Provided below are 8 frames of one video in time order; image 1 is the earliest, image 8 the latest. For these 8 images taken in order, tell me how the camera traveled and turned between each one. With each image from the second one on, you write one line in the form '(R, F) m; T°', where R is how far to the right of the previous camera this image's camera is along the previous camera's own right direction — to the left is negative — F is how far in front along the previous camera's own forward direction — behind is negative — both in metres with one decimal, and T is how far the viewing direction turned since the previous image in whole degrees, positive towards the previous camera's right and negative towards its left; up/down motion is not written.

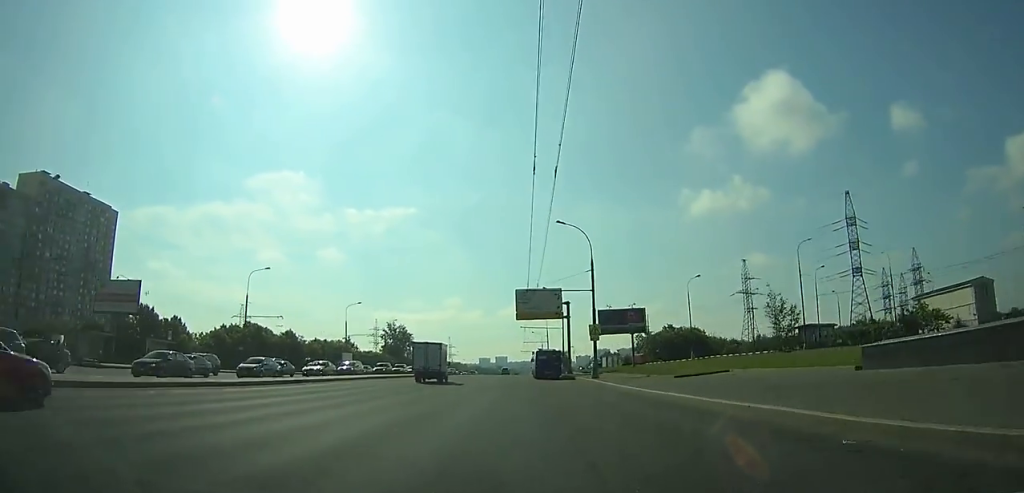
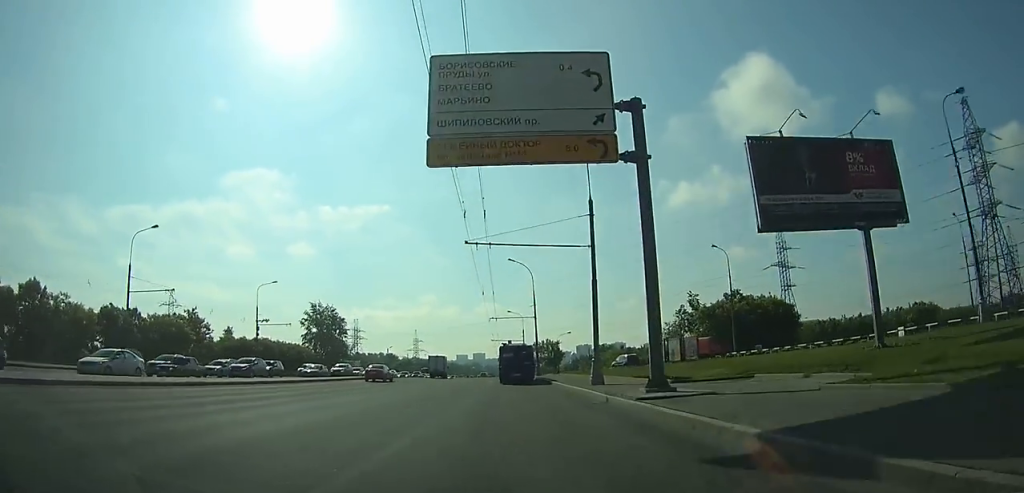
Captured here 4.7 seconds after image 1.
(+0.3, +57.5) m; 0°
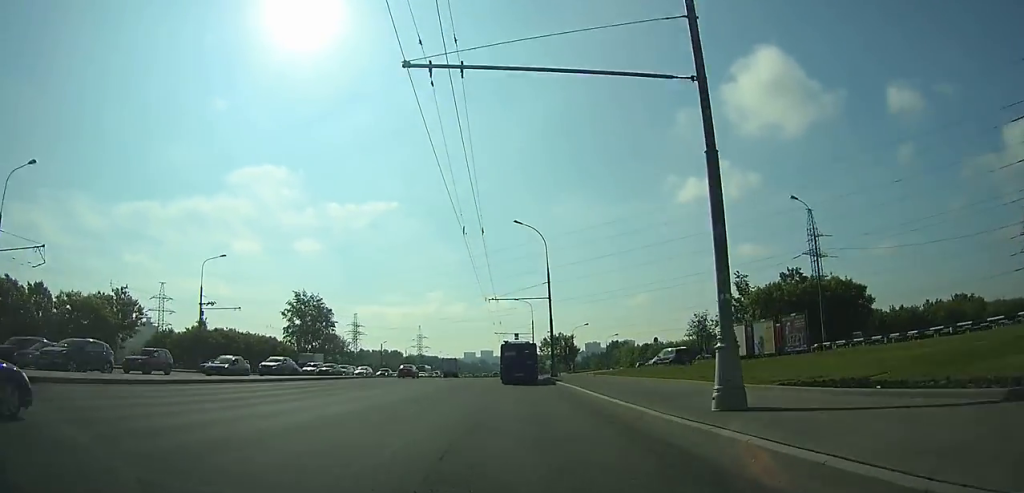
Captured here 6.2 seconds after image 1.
(-0.2, +16.5) m; +1°
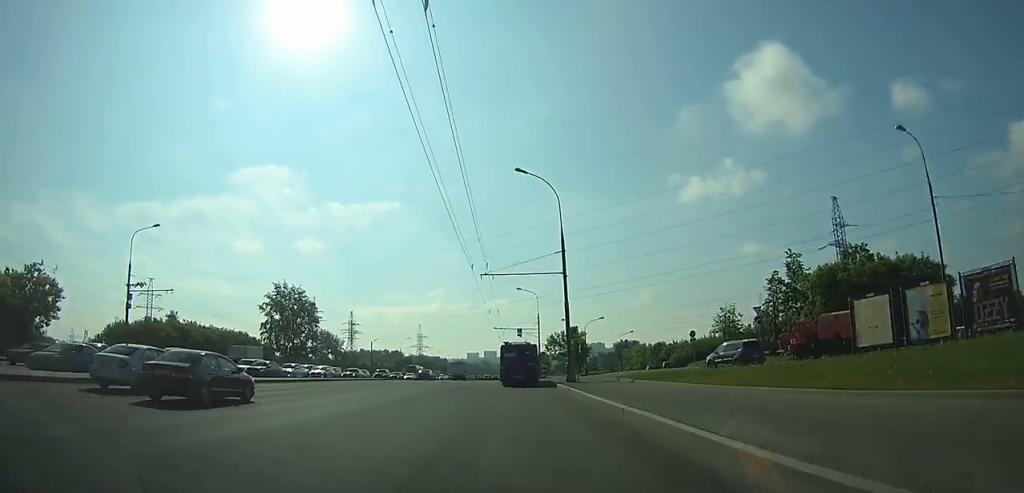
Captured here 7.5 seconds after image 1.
(-0.4, +14.2) m; +1°
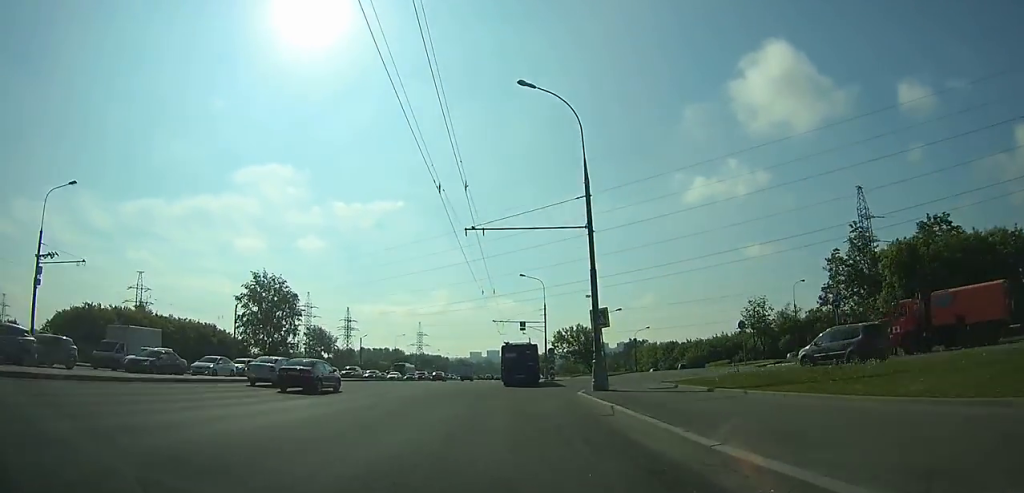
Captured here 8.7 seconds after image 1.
(+0.3, +12.1) m; +5°
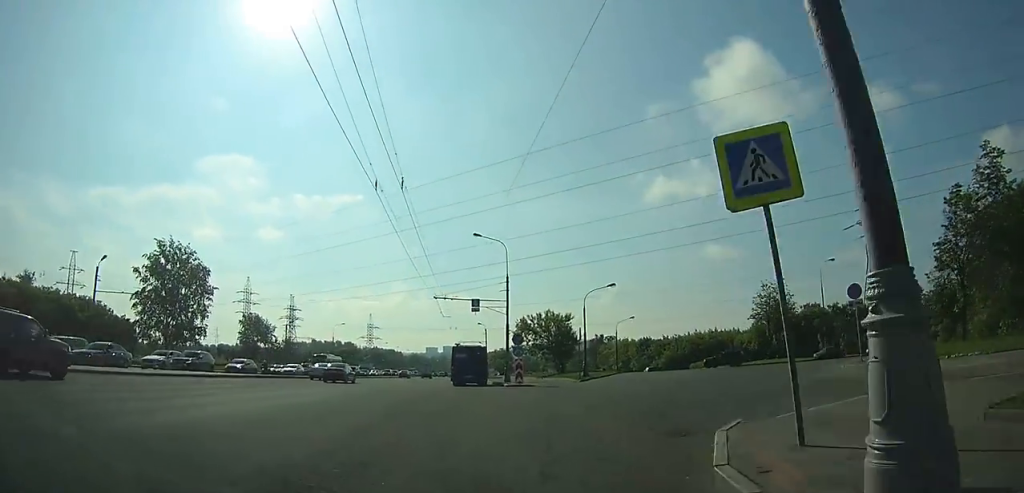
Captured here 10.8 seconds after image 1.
(-0.8, +20.5) m; +12°
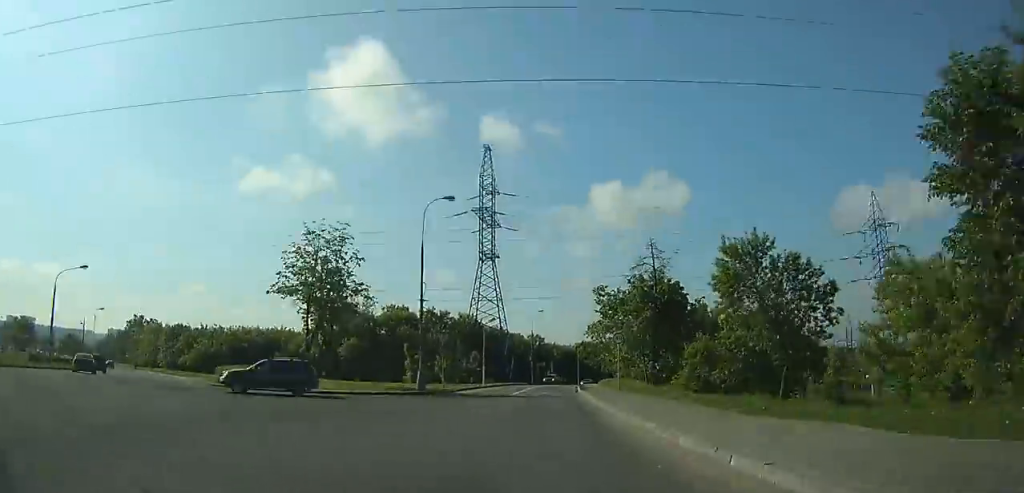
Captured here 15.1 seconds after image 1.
(+13.3, +37.4) m; +26°
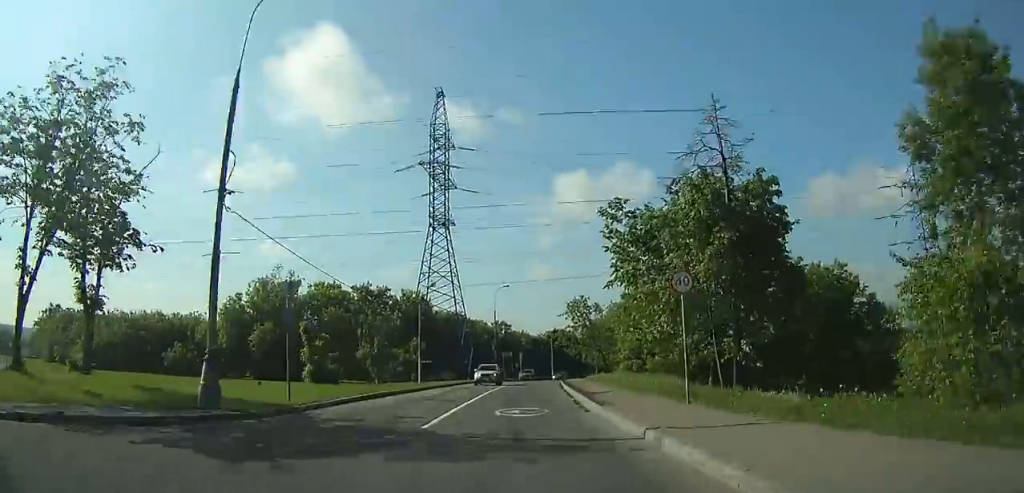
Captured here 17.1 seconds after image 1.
(+1.2, +19.4) m; +5°
